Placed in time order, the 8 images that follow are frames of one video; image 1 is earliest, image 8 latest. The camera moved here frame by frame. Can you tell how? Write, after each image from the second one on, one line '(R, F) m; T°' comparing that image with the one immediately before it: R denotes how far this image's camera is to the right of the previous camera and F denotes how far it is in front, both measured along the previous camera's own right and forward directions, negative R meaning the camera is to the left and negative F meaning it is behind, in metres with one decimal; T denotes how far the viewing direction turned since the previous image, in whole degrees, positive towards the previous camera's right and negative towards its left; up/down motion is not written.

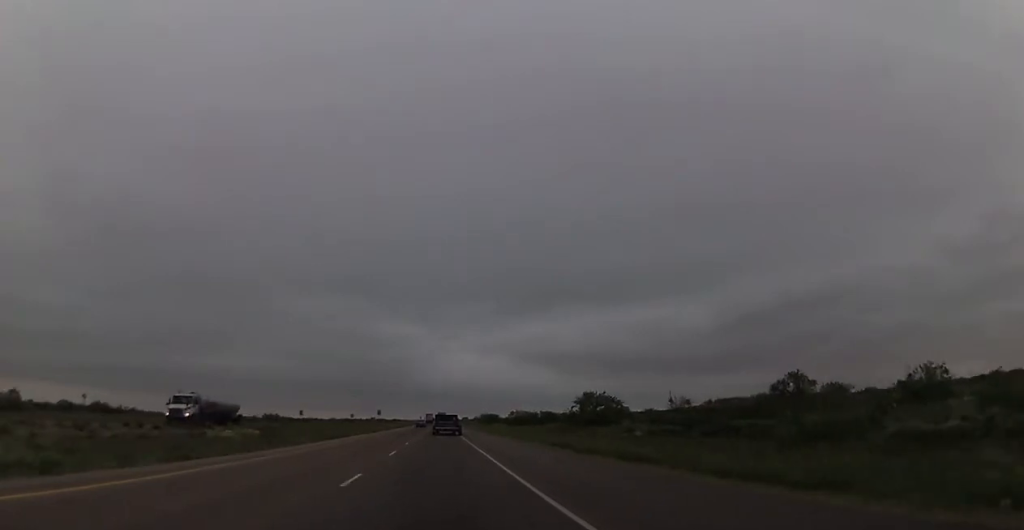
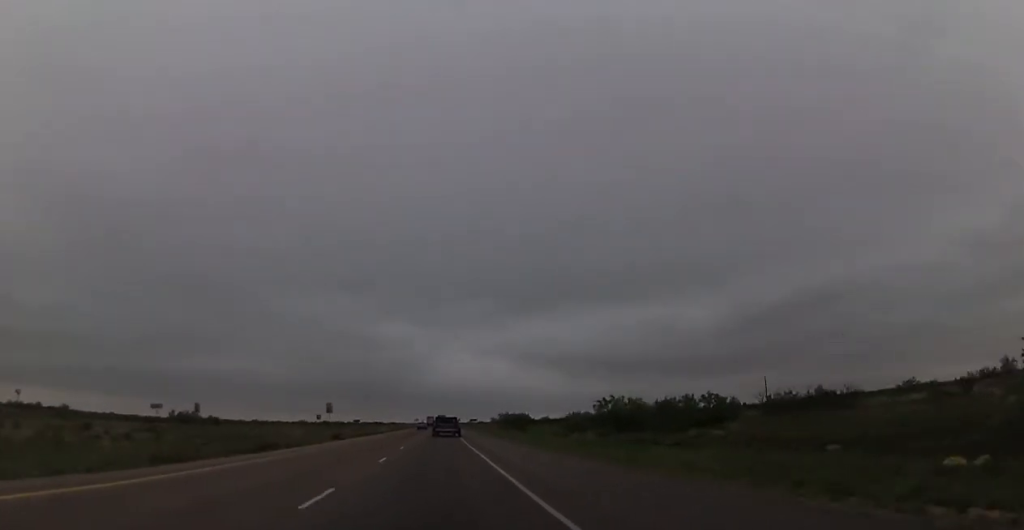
(+0.9, +76.3) m; +1°
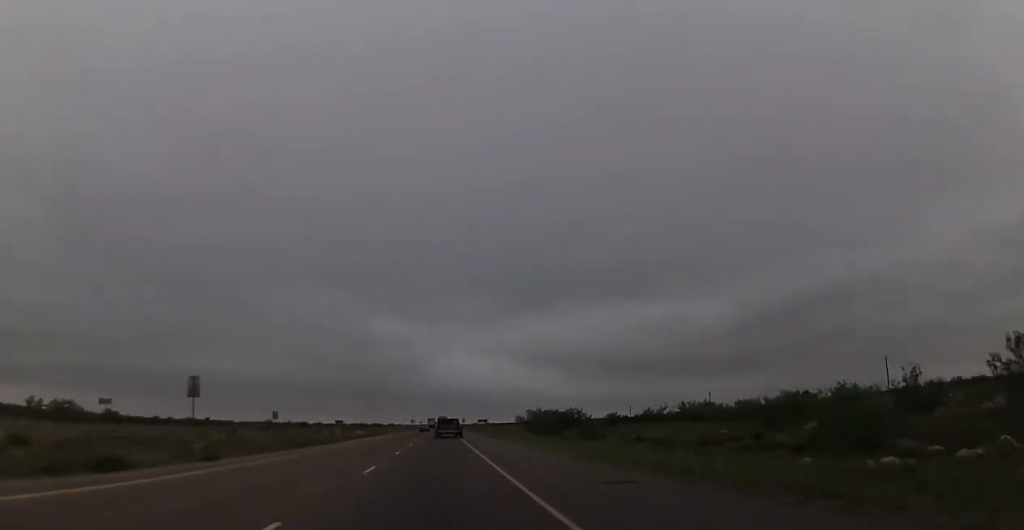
(+0.2, +52.8) m; 0°
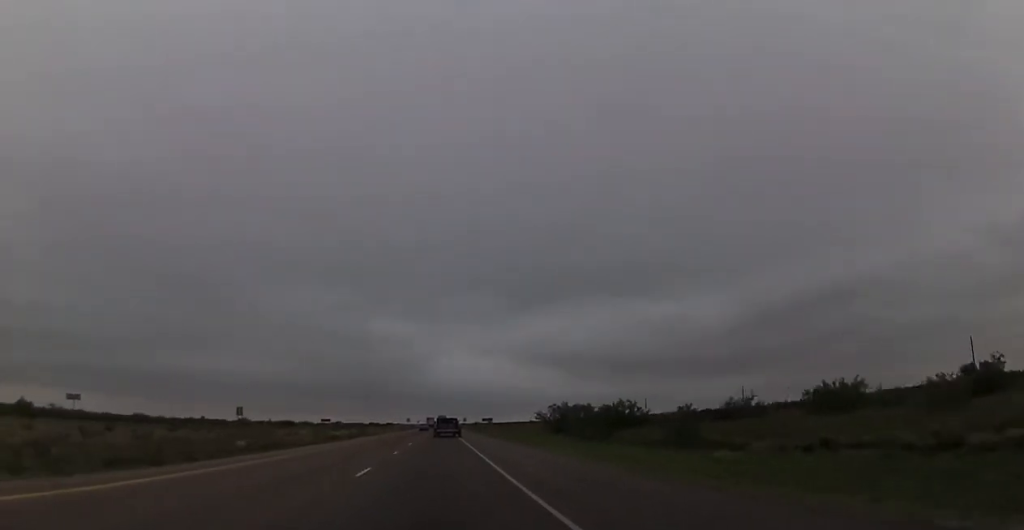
(-0.1, +25.3) m; 0°
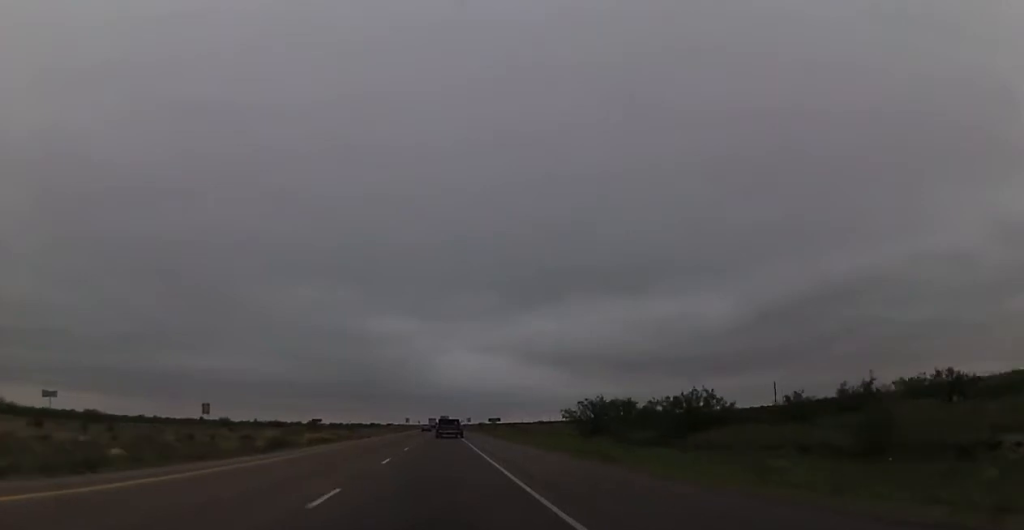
(+0.3, +18.4) m; 0°
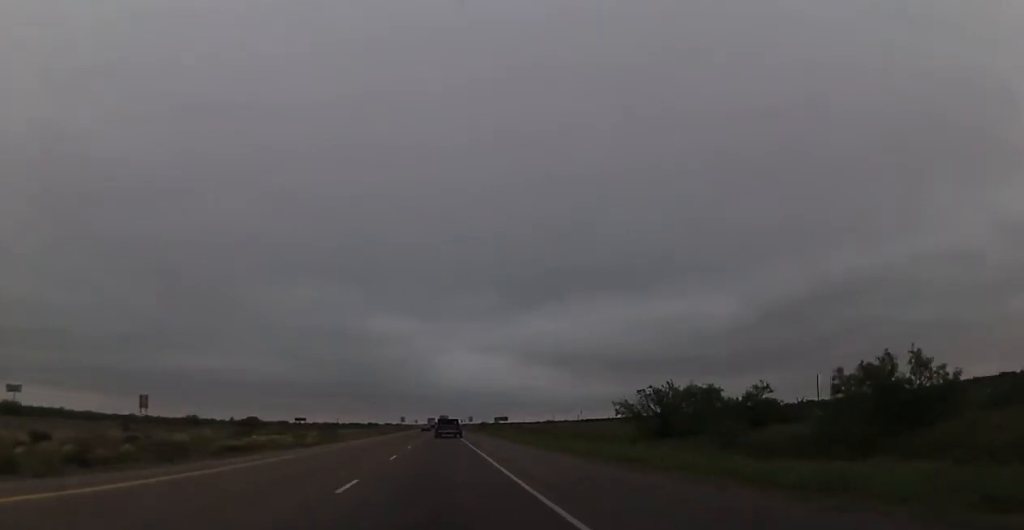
(-0.1, +21.9) m; 0°
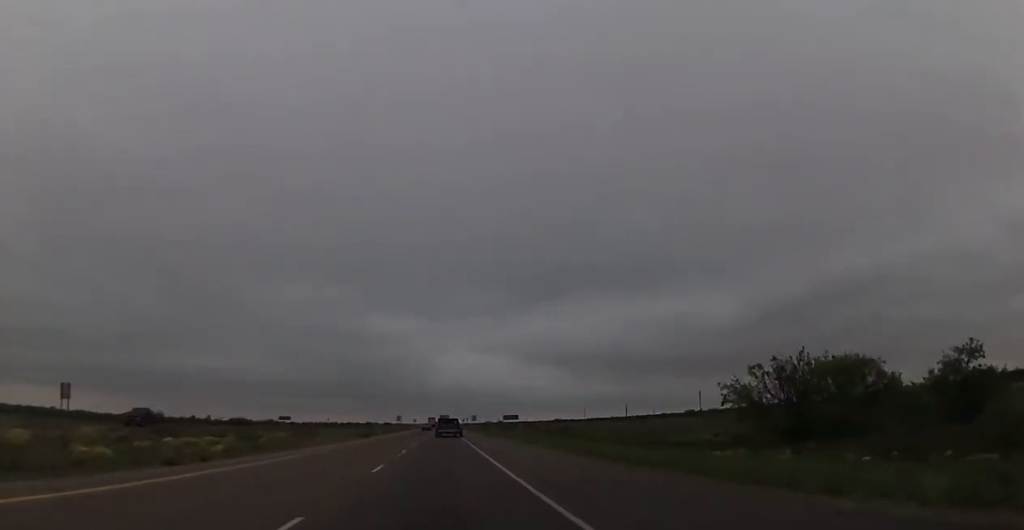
(-0.2, +18.5) m; 0°
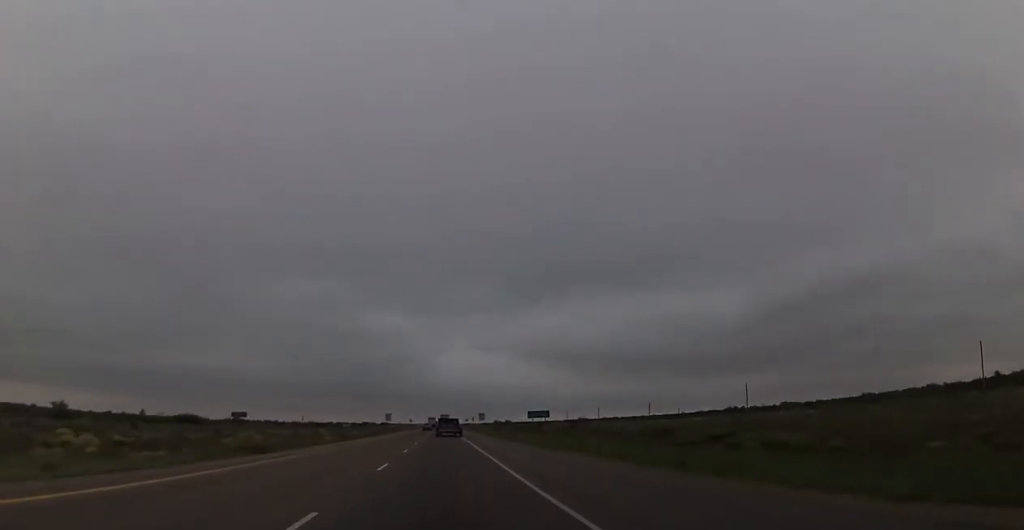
(+0.3, +36.1) m; +1°
